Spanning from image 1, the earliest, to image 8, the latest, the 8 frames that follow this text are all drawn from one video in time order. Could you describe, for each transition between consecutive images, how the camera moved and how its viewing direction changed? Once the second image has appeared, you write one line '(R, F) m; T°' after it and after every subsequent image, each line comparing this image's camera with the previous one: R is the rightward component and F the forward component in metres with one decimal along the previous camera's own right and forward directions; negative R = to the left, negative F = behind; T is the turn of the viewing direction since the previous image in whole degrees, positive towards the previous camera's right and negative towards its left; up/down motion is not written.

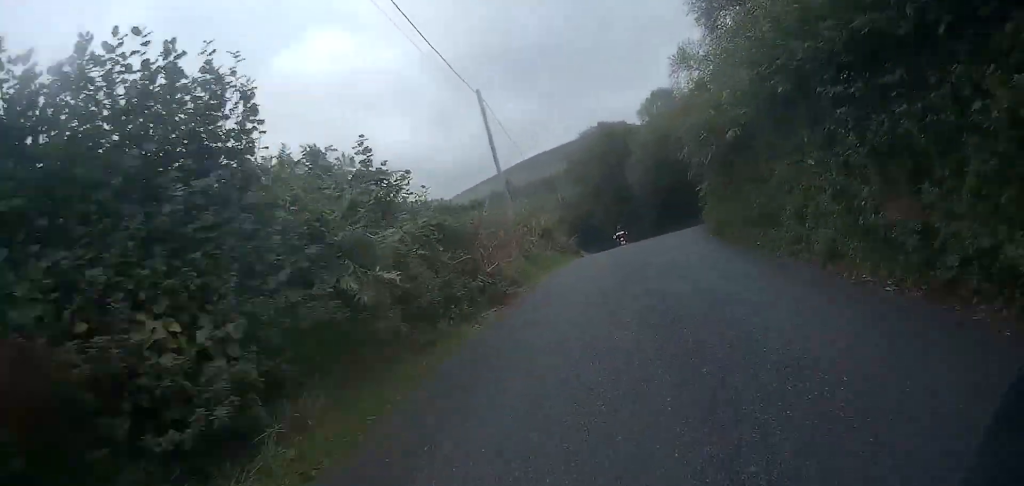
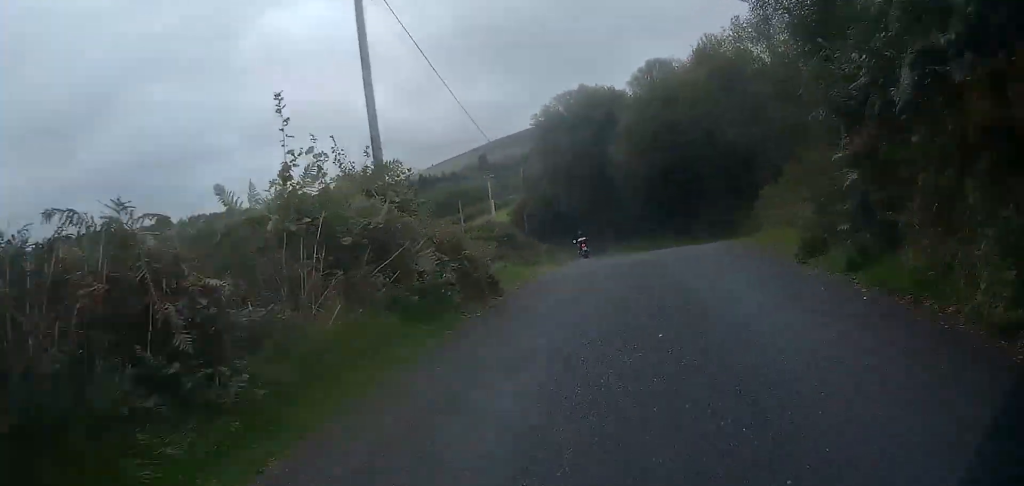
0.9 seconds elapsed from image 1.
(+0.5, +13.0) m; +2°
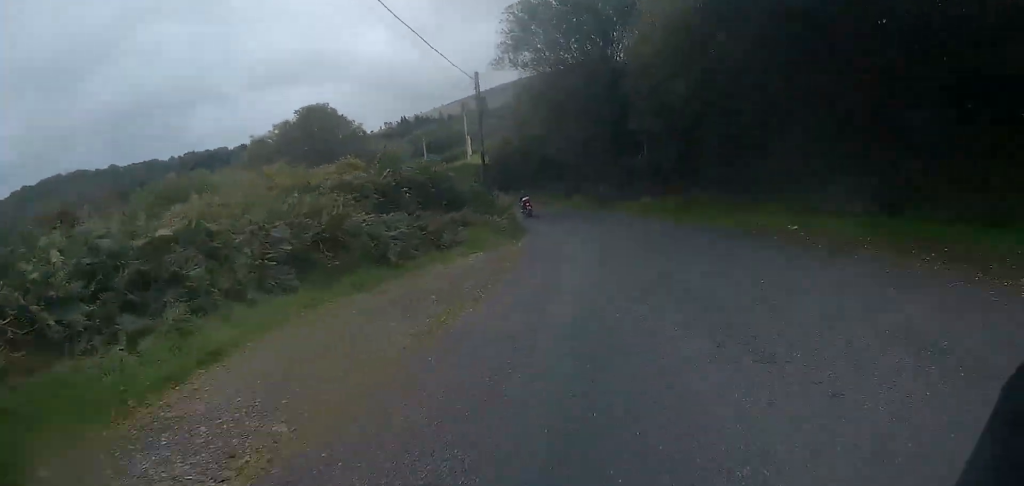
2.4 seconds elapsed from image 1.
(+0.2, +19.8) m; 0°
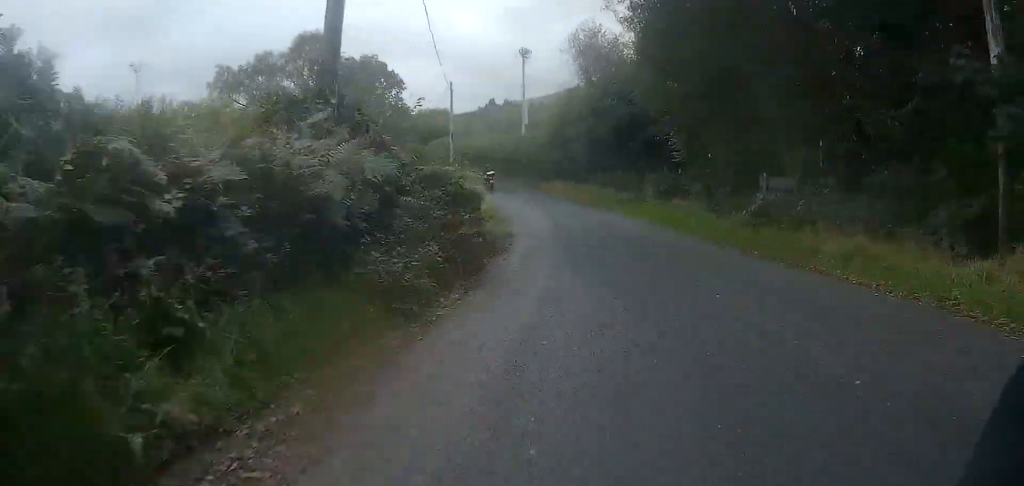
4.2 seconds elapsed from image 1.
(-1.1, +23.2) m; -7°
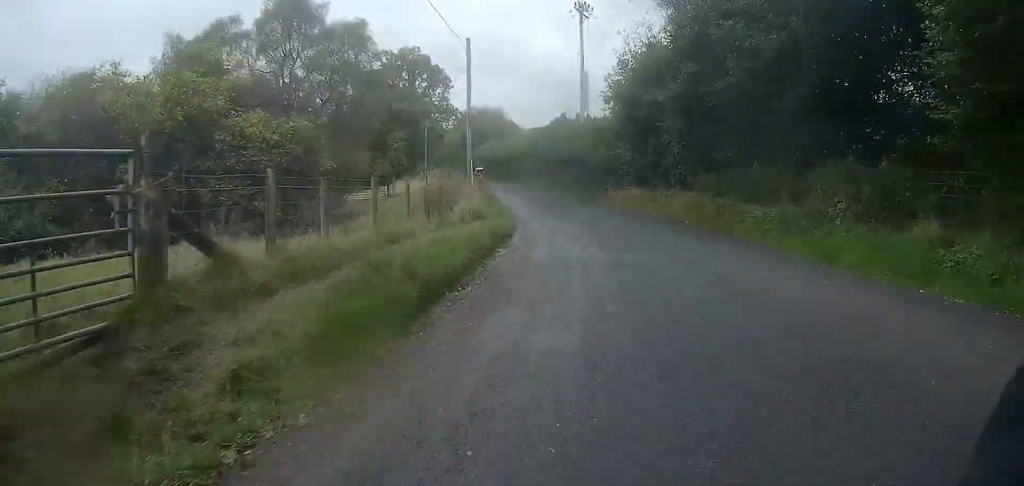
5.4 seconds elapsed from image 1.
(-0.6, +15.7) m; -5°
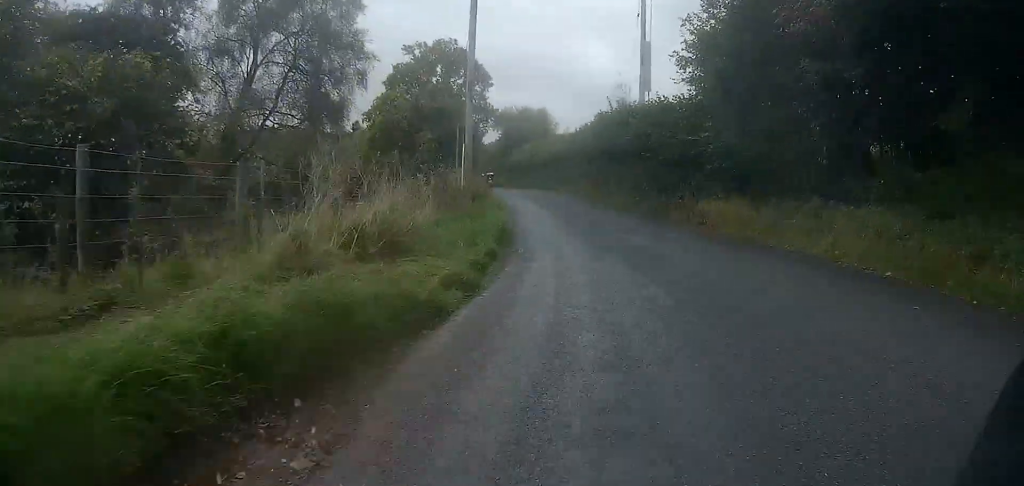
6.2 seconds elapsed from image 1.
(-0.2, +10.1) m; -5°
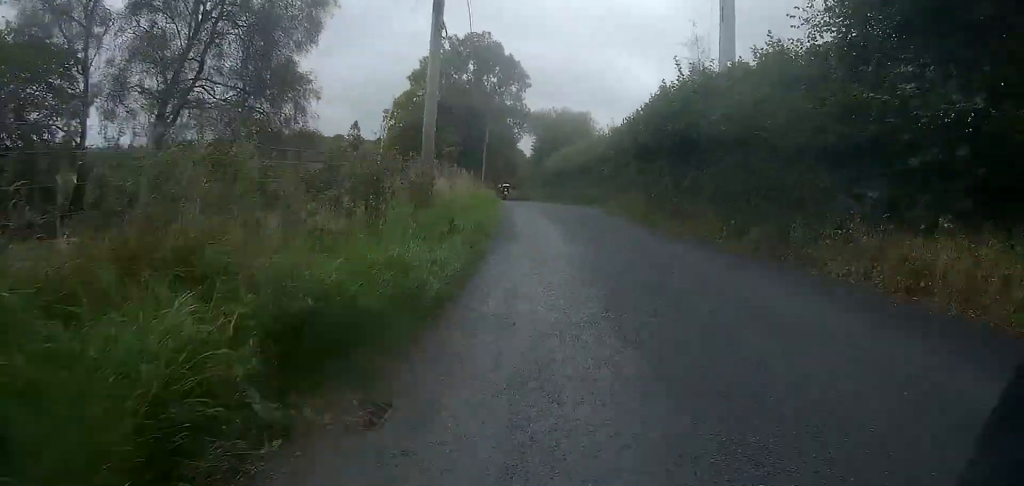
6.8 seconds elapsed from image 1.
(-0.6, +8.5) m; -5°
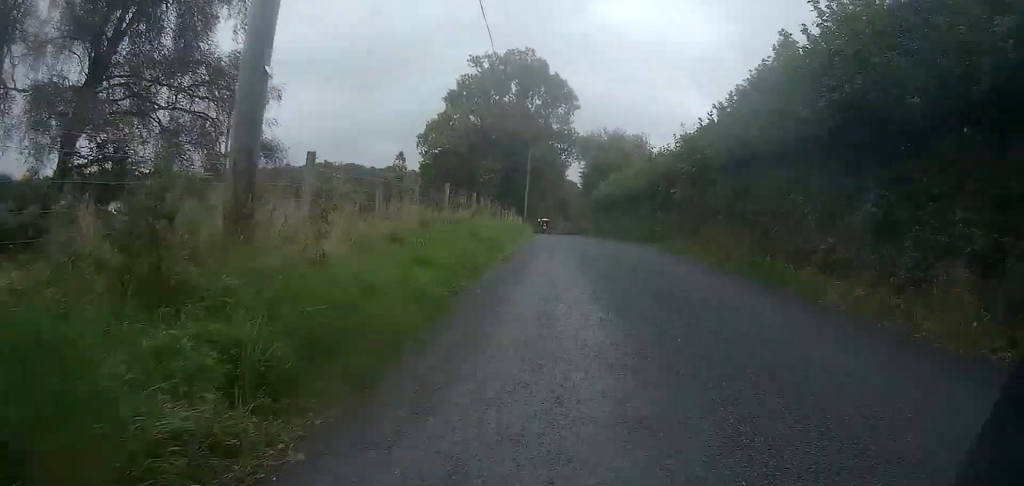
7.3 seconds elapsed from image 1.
(-0.1, +6.7) m; -4°
